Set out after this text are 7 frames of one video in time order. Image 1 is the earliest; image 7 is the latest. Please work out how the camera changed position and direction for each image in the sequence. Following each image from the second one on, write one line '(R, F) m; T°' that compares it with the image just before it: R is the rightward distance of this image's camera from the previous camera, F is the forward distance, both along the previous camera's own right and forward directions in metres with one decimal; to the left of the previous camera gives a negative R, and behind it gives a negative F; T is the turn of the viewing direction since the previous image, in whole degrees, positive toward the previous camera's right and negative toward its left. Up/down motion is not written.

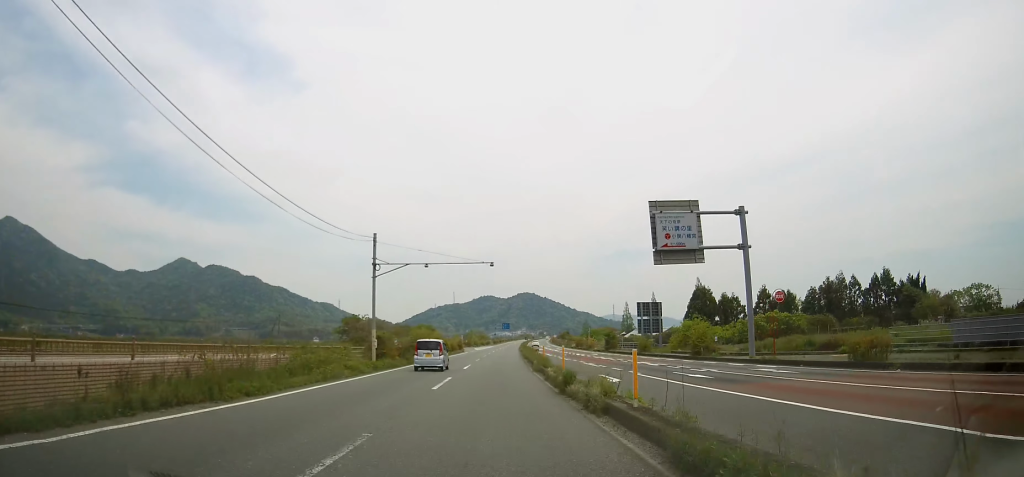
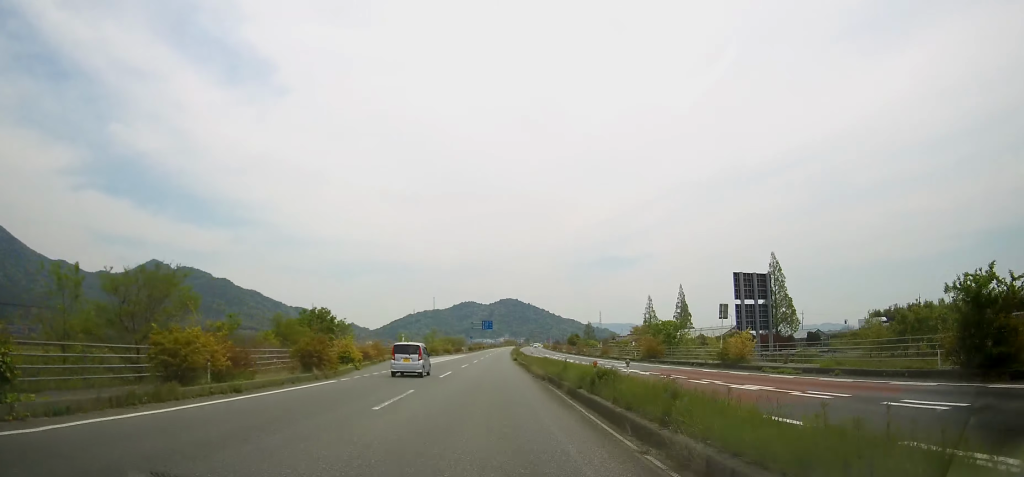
(+1.2, +64.5) m; +2°
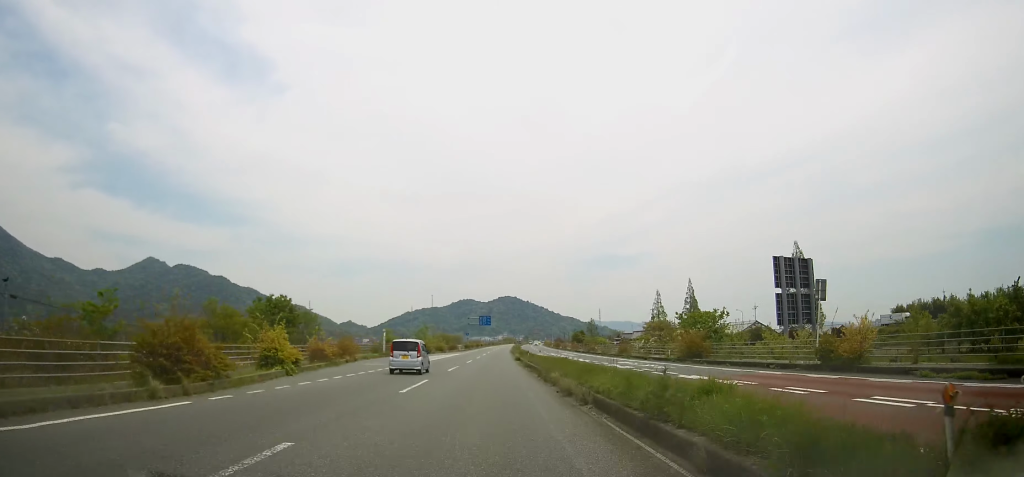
(-0.1, +11.3) m; 0°
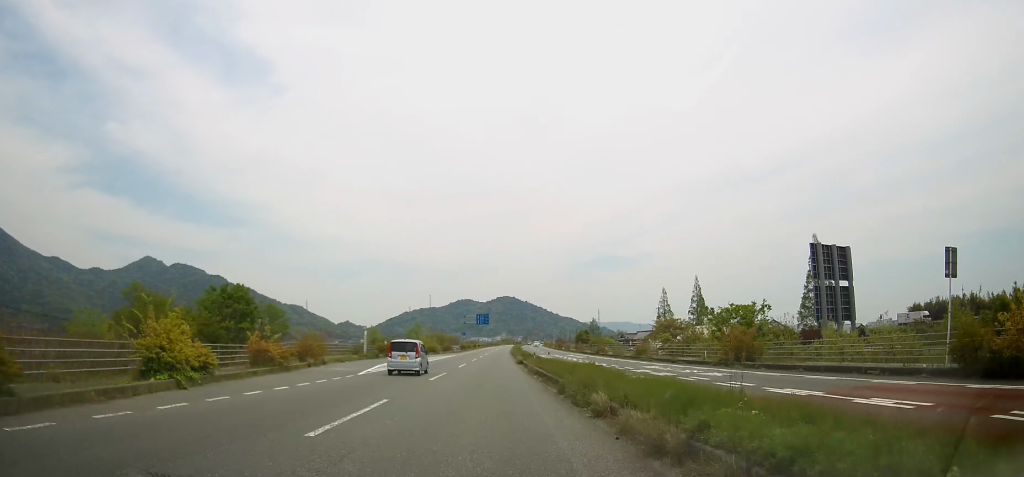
(-0.1, +8.2) m; 0°
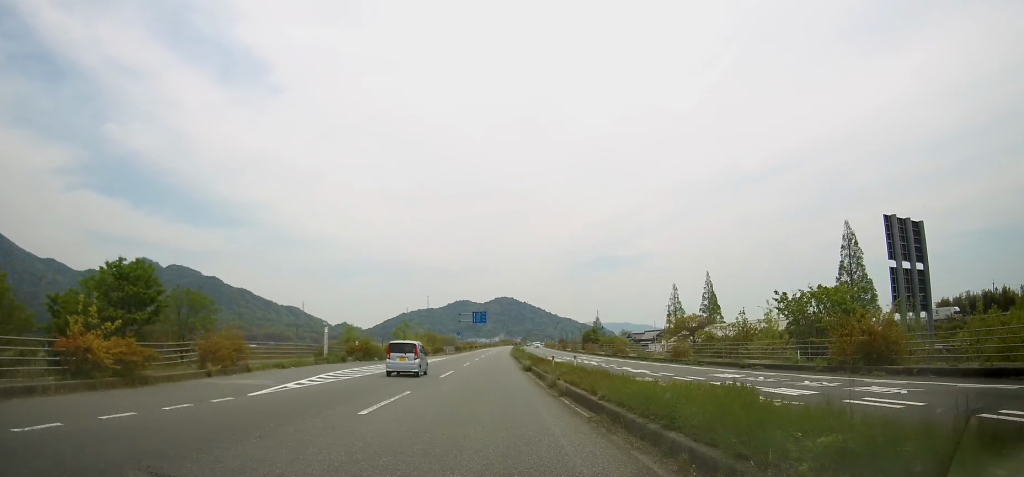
(+0.1, +11.9) m; 0°
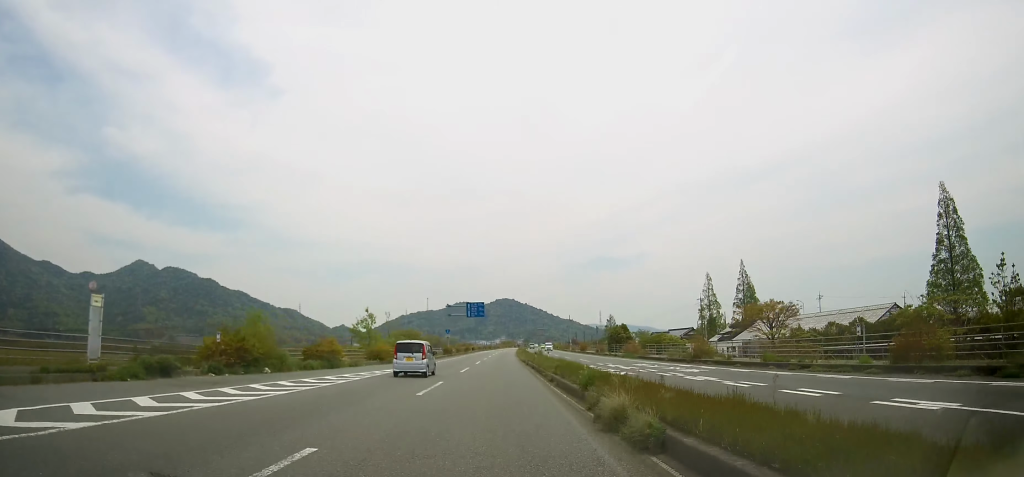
(+0.1, +25.1) m; 0°
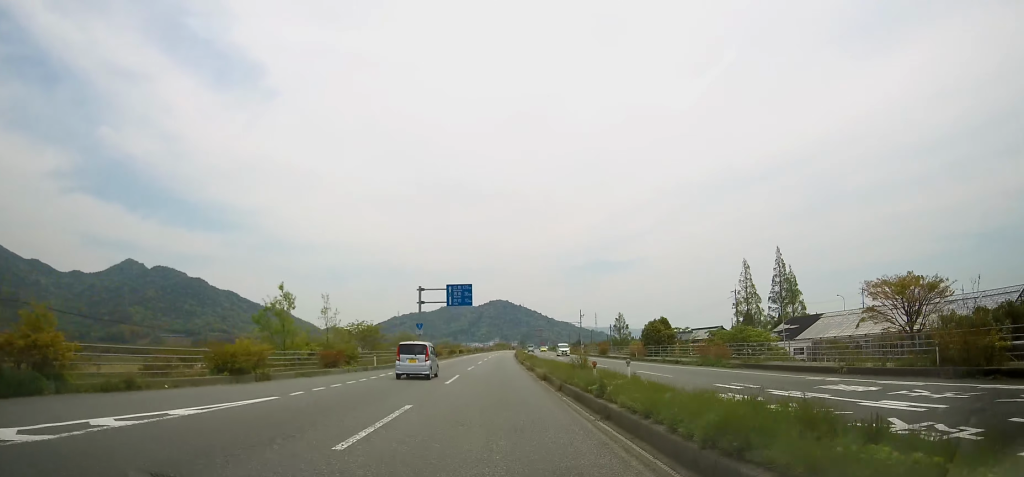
(+0.2, +23.9) m; 0°
